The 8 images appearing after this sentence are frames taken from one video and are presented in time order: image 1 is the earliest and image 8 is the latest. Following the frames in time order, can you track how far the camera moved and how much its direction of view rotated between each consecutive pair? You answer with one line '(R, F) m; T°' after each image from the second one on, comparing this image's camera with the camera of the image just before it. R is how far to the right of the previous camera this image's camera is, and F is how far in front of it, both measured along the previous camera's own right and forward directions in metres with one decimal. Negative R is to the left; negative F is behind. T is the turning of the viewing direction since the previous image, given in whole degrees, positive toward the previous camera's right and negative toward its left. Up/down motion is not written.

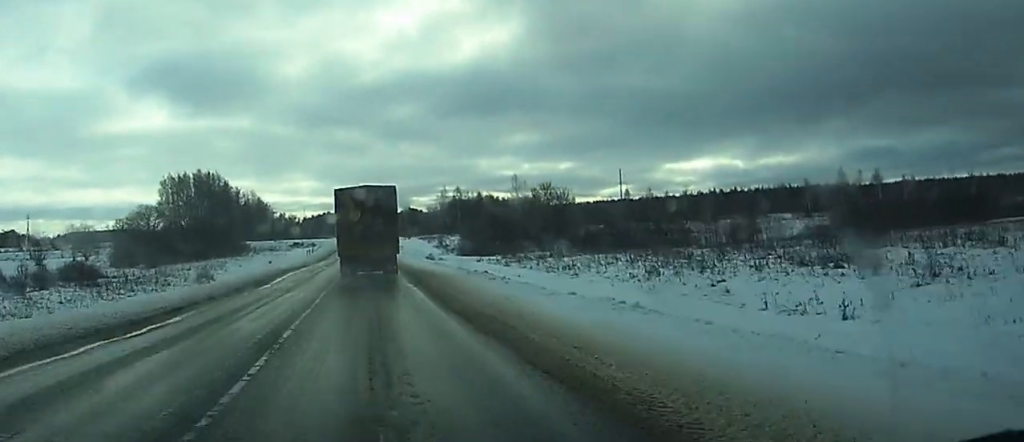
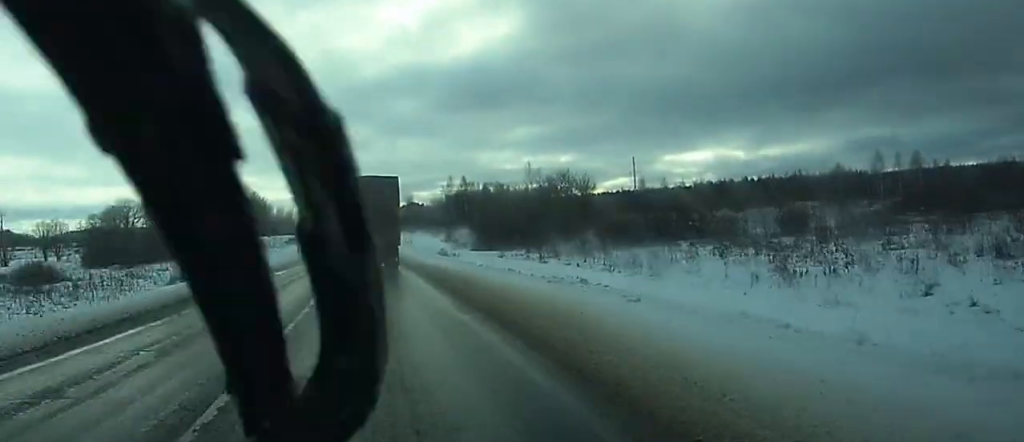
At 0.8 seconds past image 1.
(0.0, +17.4) m; 0°
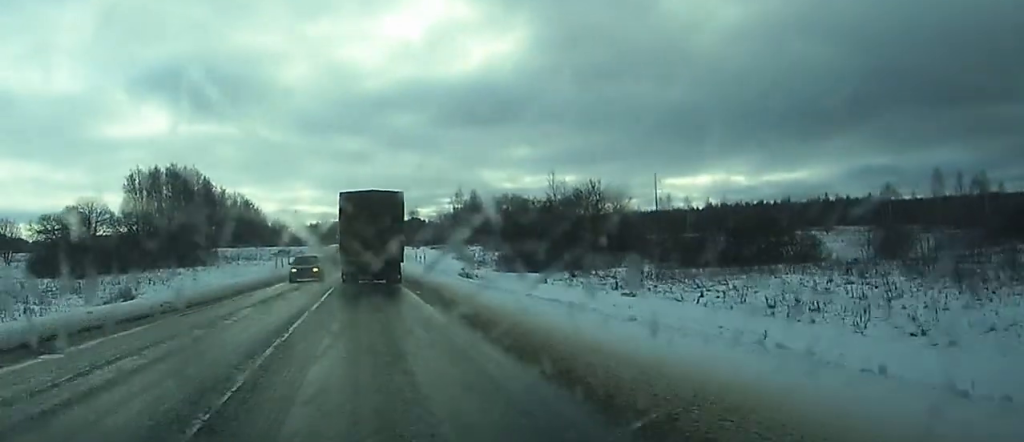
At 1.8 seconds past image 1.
(-0.1, +22.9) m; 0°
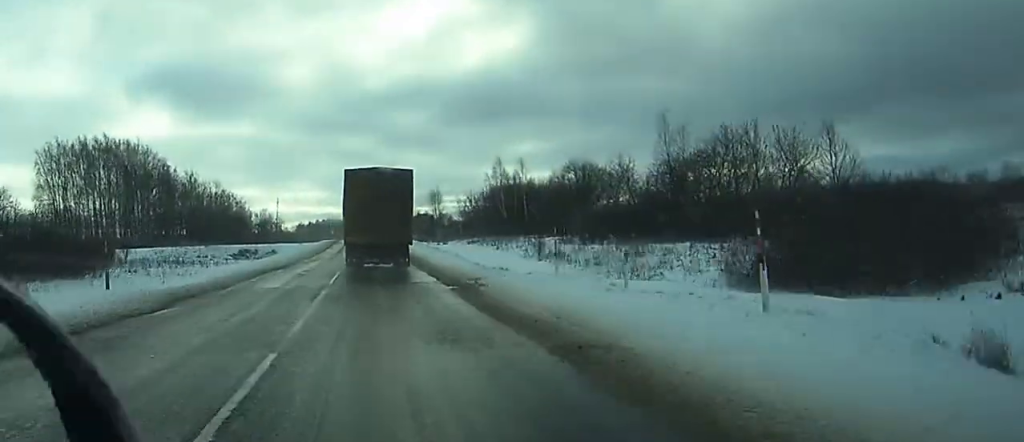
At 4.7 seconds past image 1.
(+0.2, +59.4) m; 0°
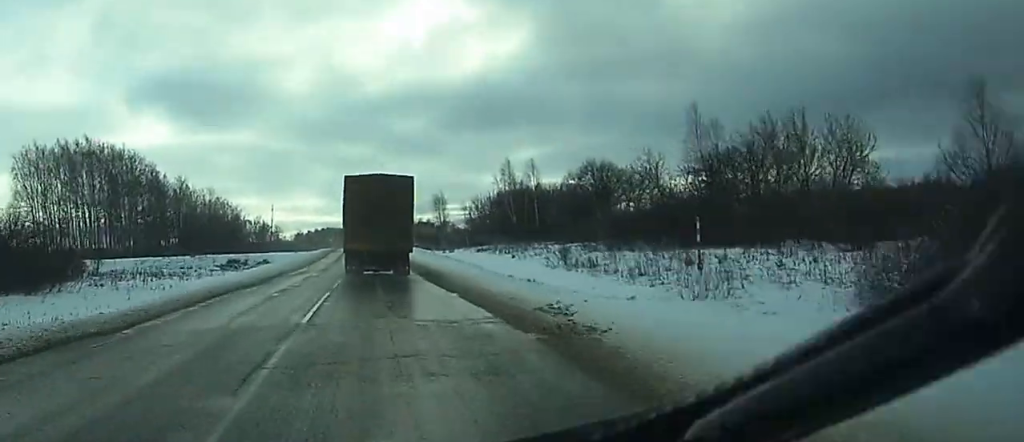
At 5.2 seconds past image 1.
(0.0, +9.6) m; 0°
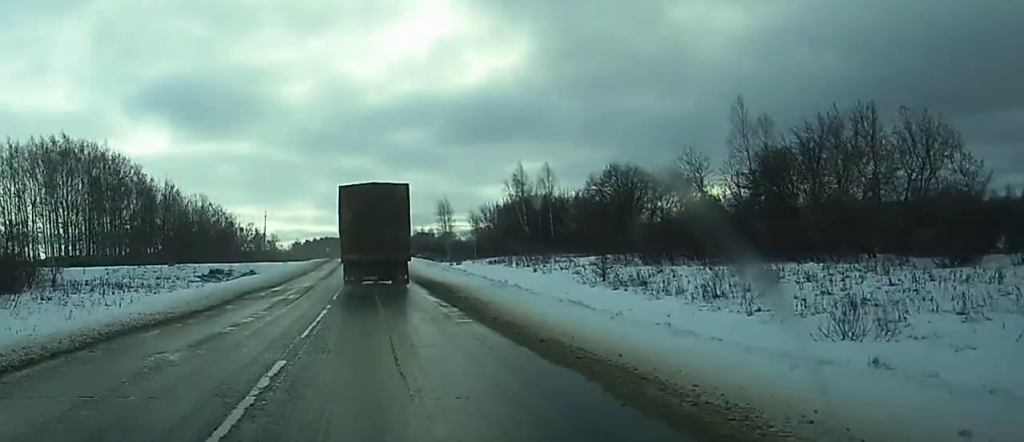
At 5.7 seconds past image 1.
(-0.1, +10.7) m; 0°
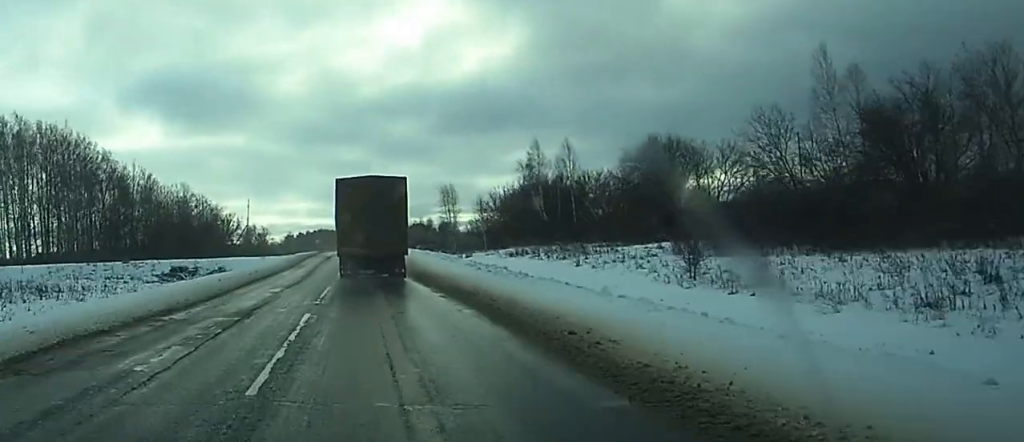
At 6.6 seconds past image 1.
(0.0, +15.9) m; 0°
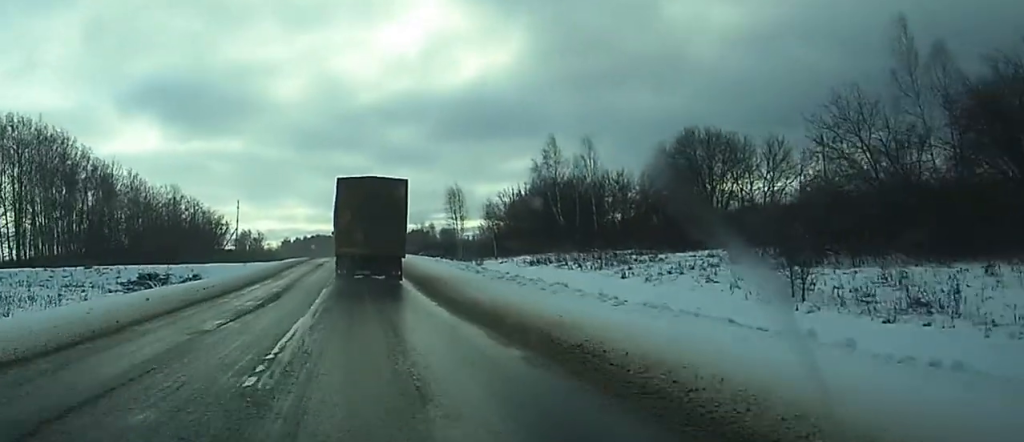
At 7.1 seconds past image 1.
(0.0, +11.1) m; 0°
